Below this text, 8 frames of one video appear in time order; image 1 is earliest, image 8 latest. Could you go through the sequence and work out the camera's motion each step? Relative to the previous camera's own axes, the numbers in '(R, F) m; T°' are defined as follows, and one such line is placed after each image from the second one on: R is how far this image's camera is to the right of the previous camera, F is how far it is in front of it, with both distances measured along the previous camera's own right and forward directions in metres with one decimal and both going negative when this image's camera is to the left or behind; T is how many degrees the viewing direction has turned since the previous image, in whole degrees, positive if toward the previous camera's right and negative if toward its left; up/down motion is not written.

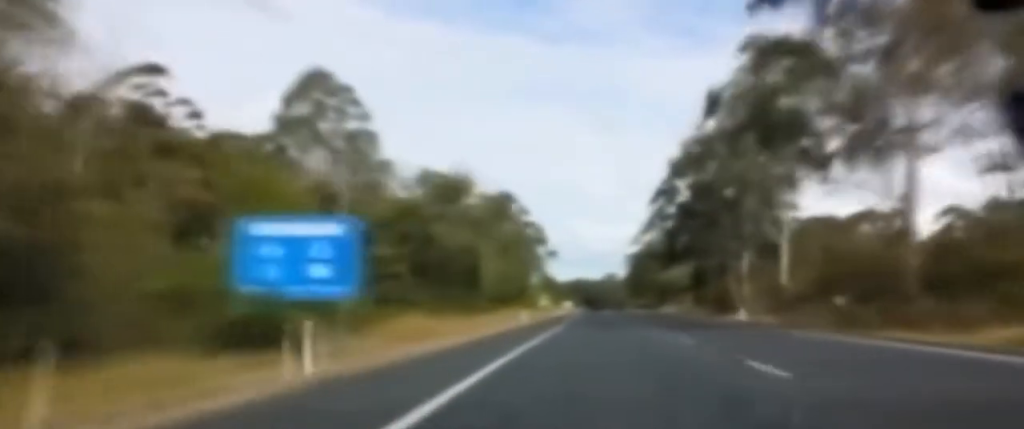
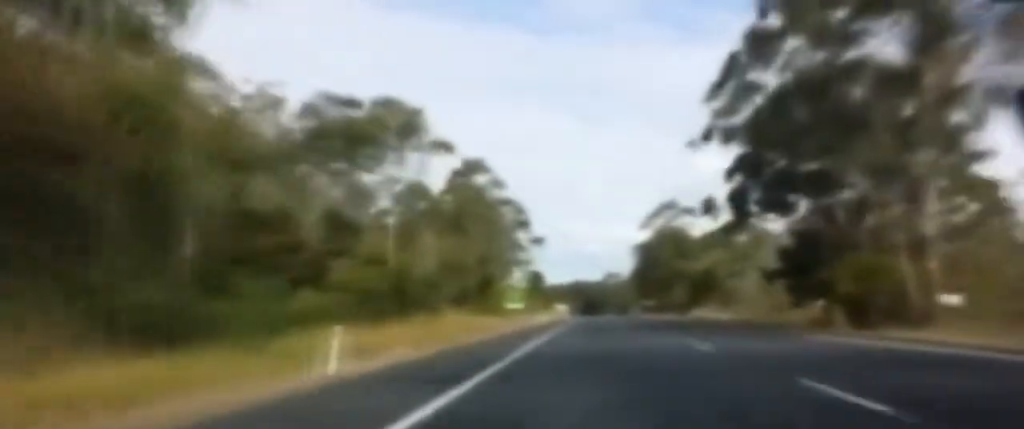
(0.0, +39.3) m; 0°
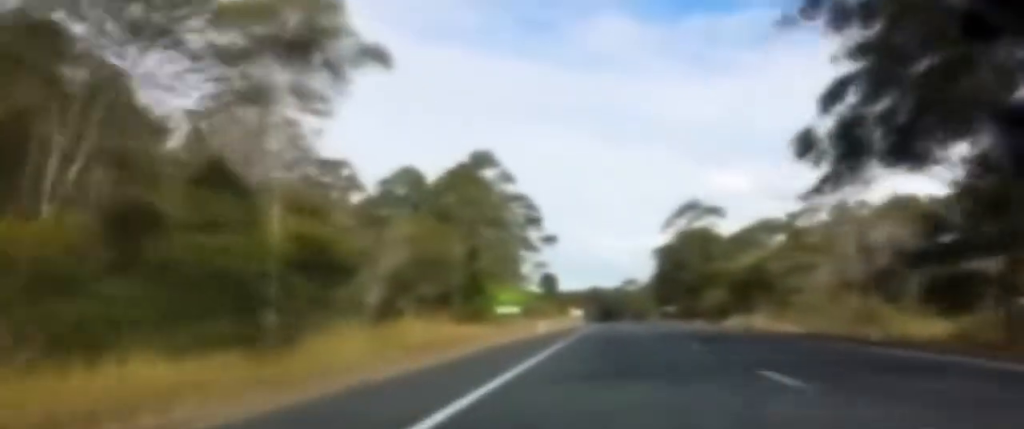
(0.0, +20.3) m; +1°
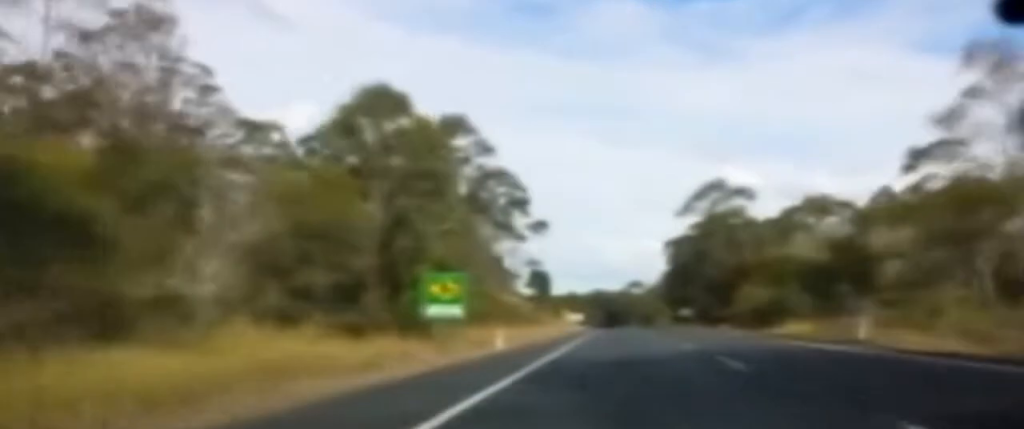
(+0.4, +18.6) m; +1°
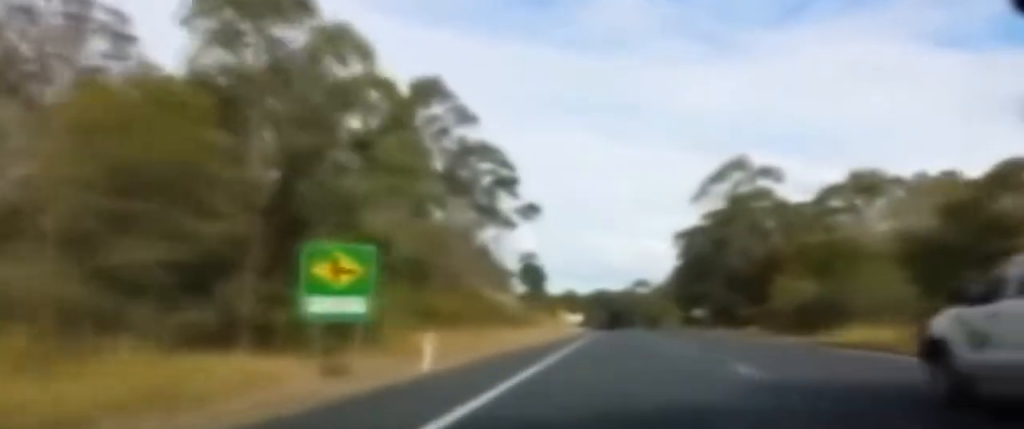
(-0.1, +11.9) m; 0°
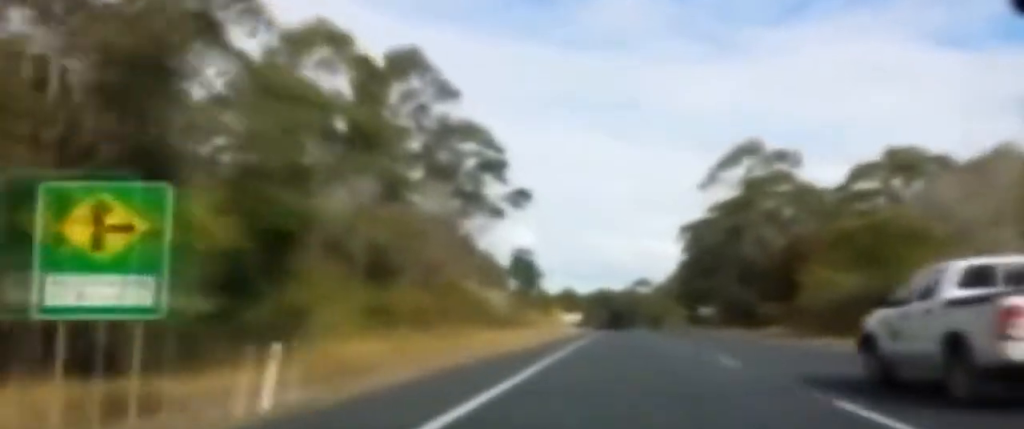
(0.0, +8.9) m; 0°
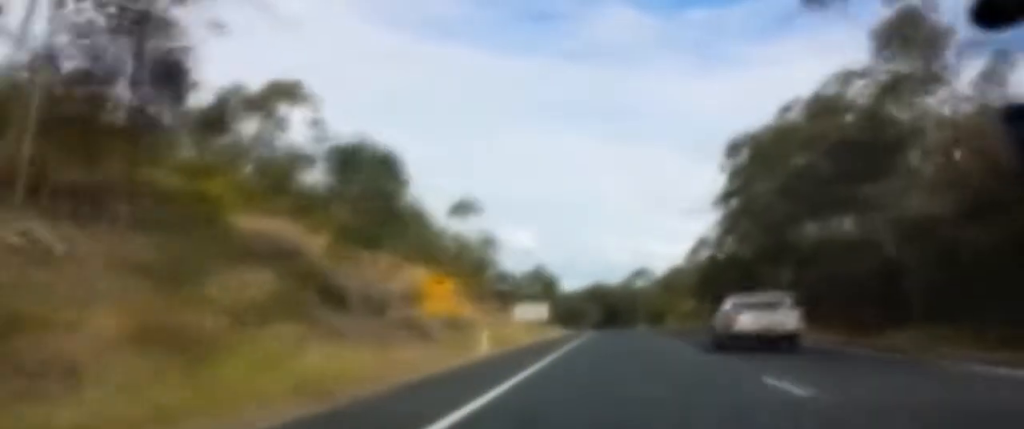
(-0.1, +55.6) m; 0°
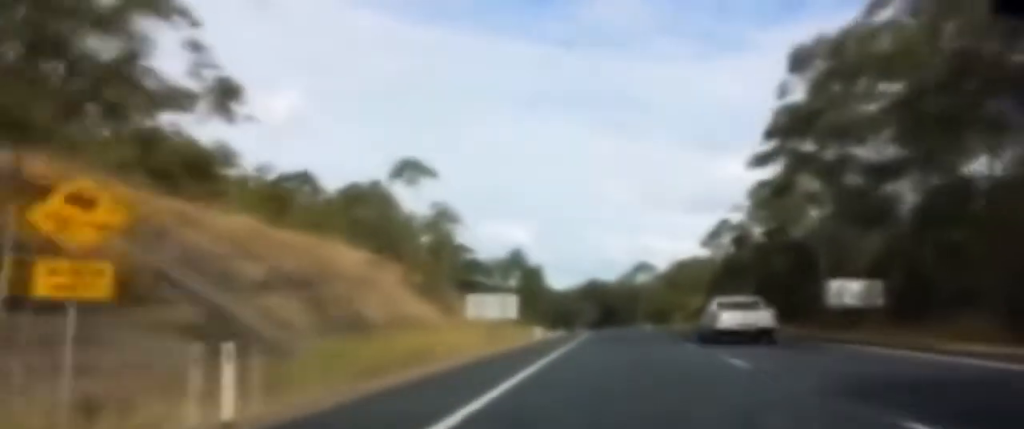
(0.0, +18.2) m; 0°
